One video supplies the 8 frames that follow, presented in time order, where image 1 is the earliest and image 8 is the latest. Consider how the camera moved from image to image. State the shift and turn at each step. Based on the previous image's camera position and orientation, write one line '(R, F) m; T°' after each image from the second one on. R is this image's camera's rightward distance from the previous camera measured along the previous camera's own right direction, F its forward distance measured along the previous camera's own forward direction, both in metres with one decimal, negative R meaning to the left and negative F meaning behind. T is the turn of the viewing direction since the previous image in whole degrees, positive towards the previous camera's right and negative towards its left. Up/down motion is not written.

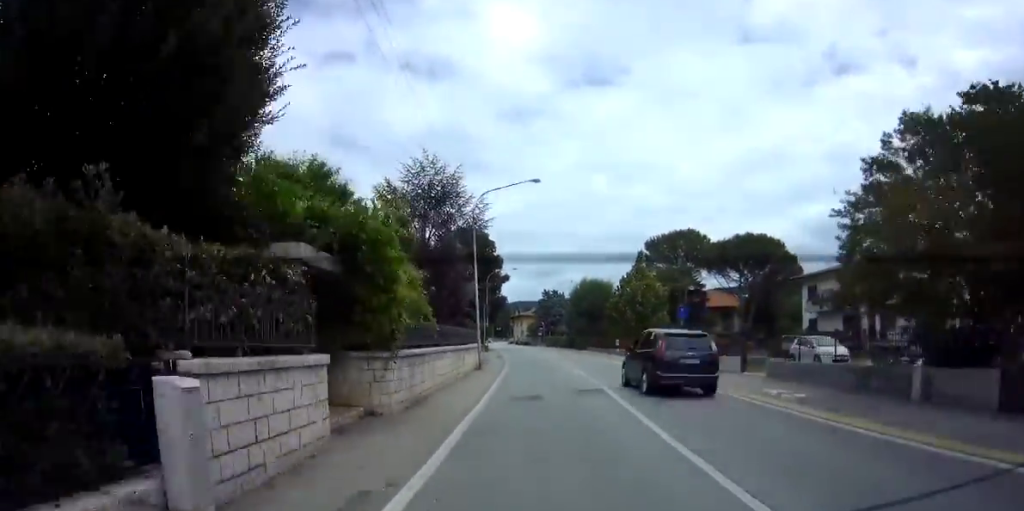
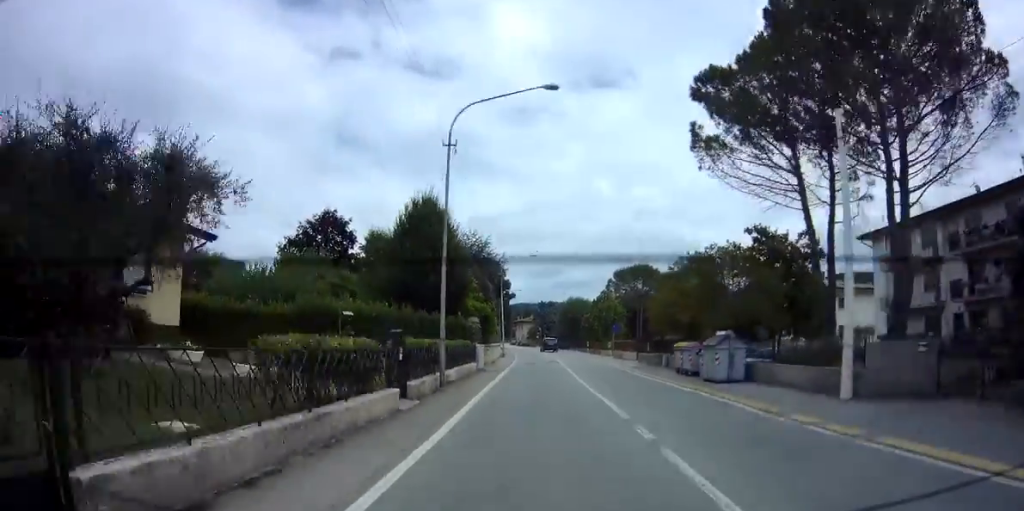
(+0.3, +22.6) m; +2°
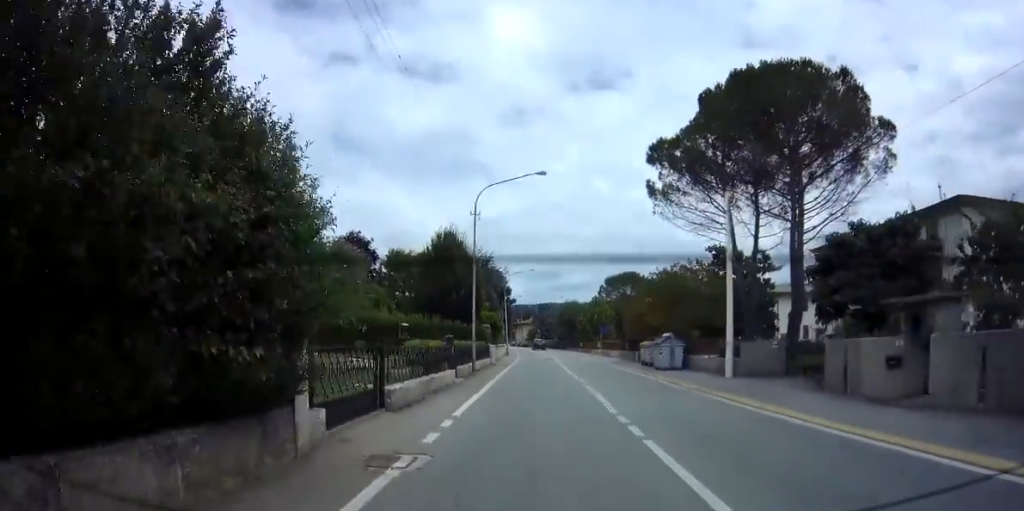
(+0.2, +8.2) m; 0°
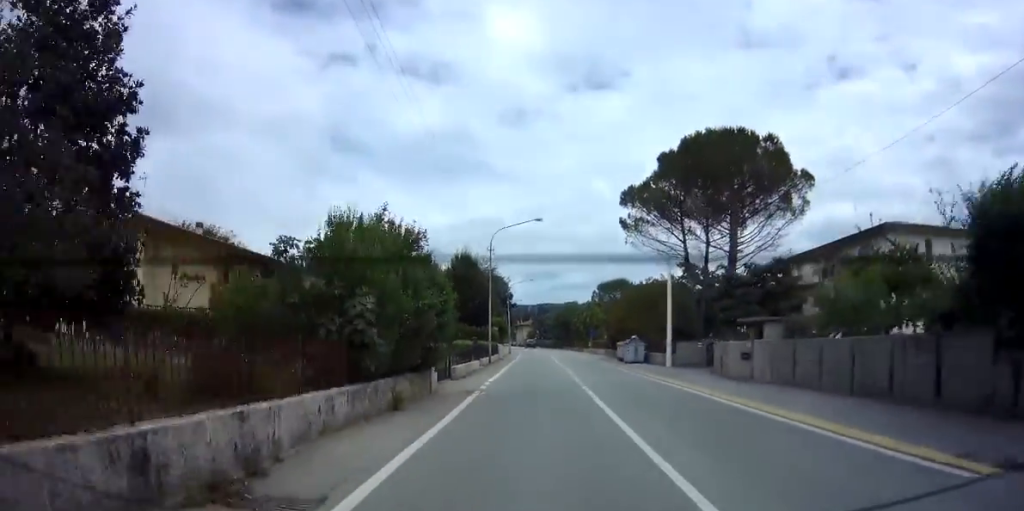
(-0.3, +9.1) m; 0°
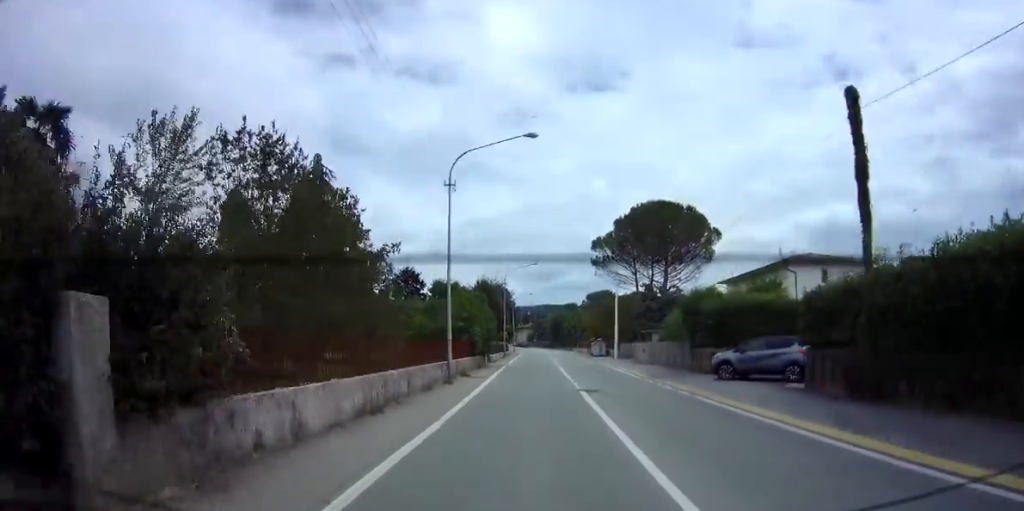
(+0.4, +18.3) m; 0°
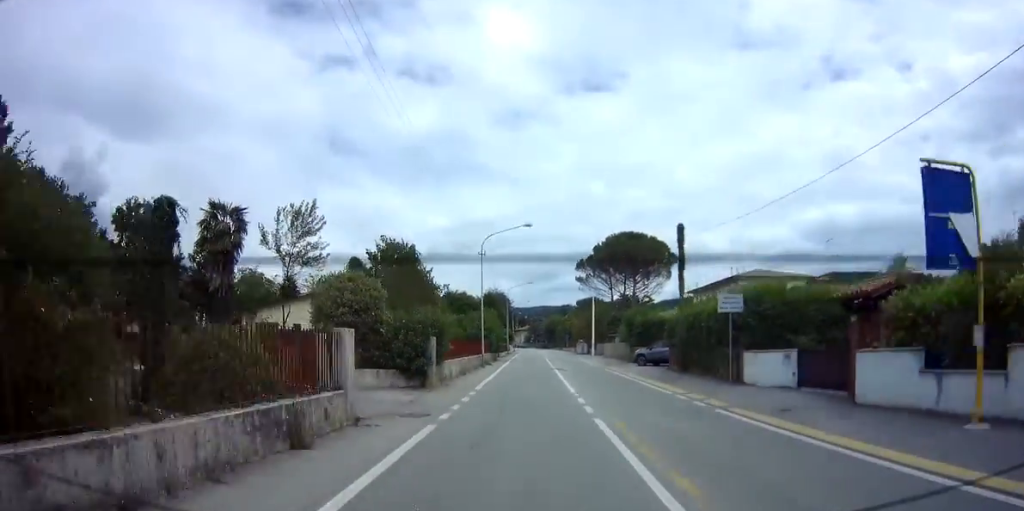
(-0.4, +15.1) m; 0°
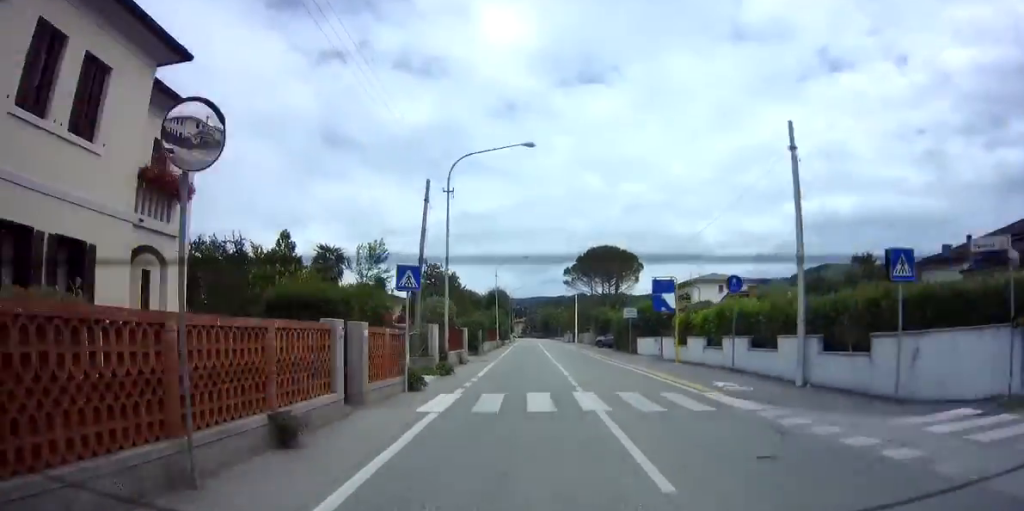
(+0.5, +18.1) m; +1°
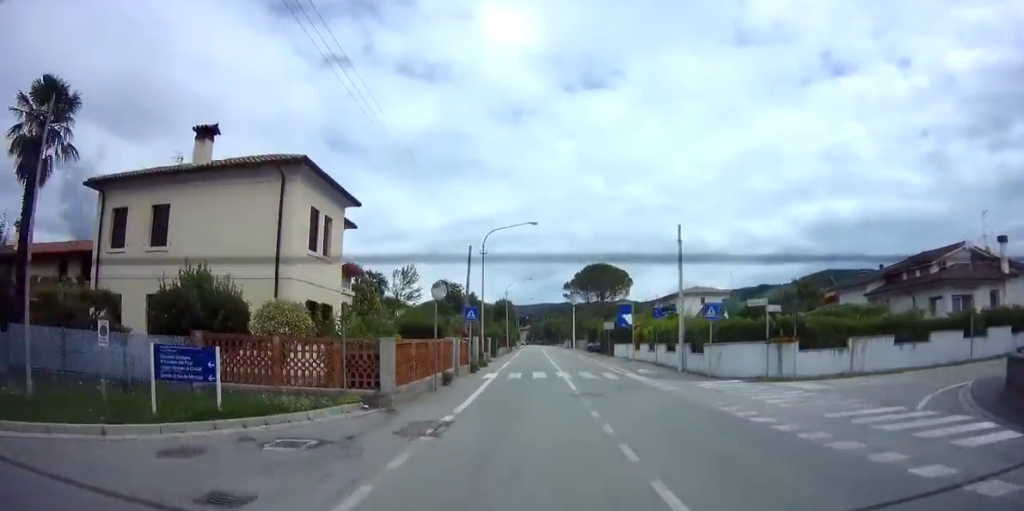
(-0.1, +12.3) m; -1°
